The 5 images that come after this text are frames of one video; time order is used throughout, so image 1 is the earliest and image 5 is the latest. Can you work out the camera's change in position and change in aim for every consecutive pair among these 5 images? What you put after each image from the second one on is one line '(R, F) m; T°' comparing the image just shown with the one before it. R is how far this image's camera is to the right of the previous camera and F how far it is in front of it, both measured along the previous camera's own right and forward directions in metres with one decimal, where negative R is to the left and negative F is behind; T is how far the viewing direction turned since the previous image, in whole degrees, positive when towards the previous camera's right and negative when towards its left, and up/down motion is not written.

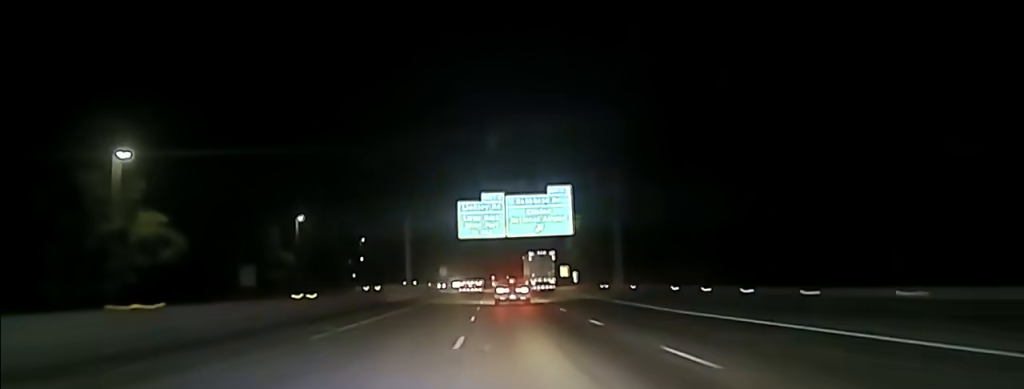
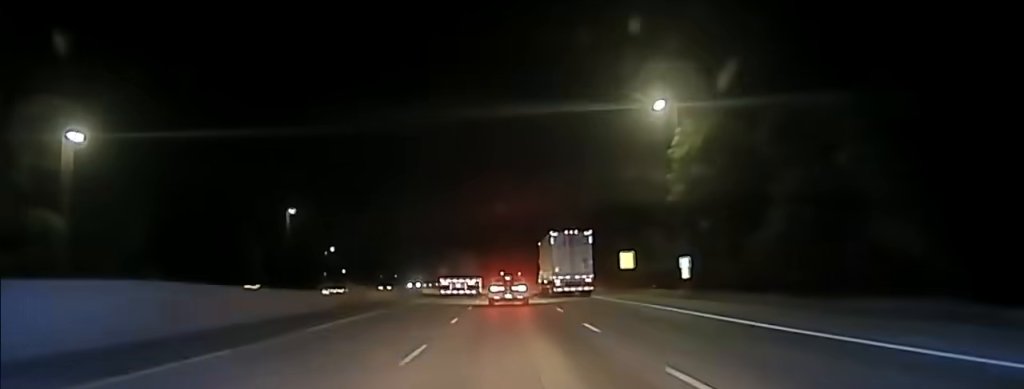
(-0.4, +76.6) m; 0°
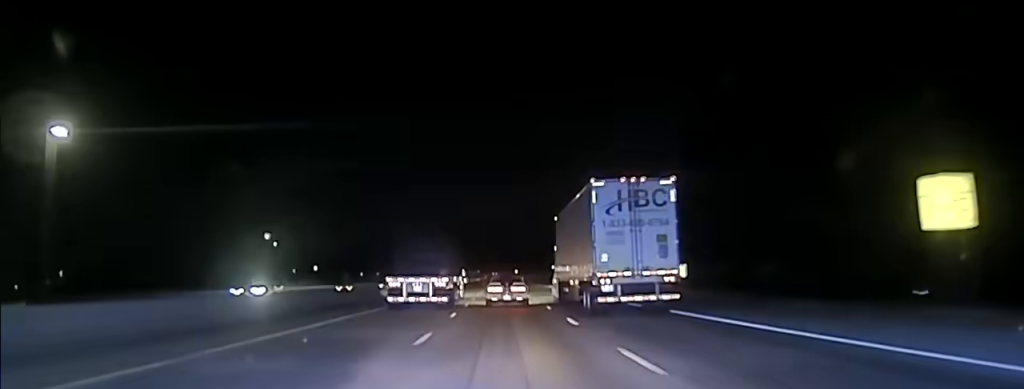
(-0.4, +71.4) m; 0°
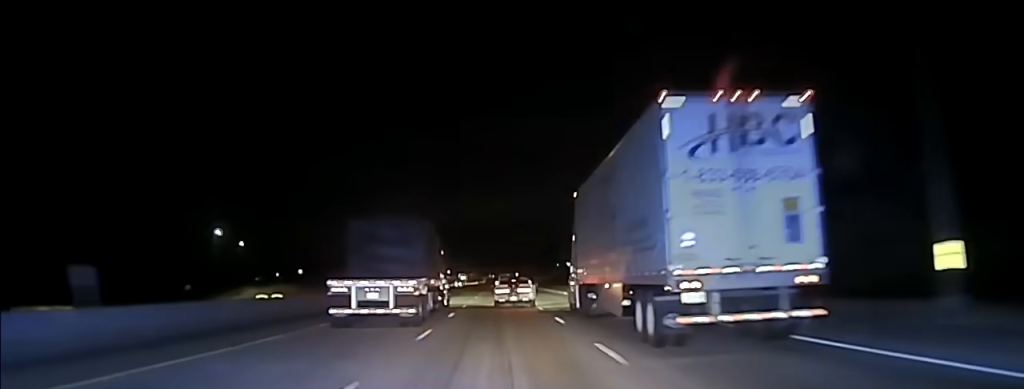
(+0.4, +34.7) m; 0°
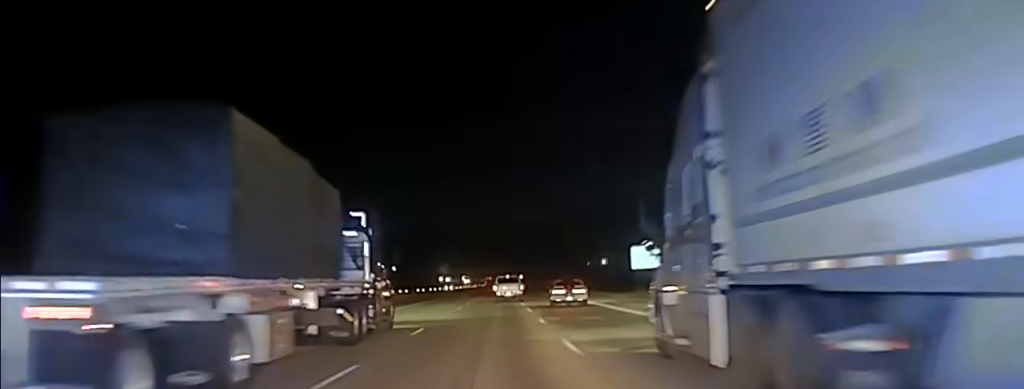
(-0.3, +56.8) m; 0°
